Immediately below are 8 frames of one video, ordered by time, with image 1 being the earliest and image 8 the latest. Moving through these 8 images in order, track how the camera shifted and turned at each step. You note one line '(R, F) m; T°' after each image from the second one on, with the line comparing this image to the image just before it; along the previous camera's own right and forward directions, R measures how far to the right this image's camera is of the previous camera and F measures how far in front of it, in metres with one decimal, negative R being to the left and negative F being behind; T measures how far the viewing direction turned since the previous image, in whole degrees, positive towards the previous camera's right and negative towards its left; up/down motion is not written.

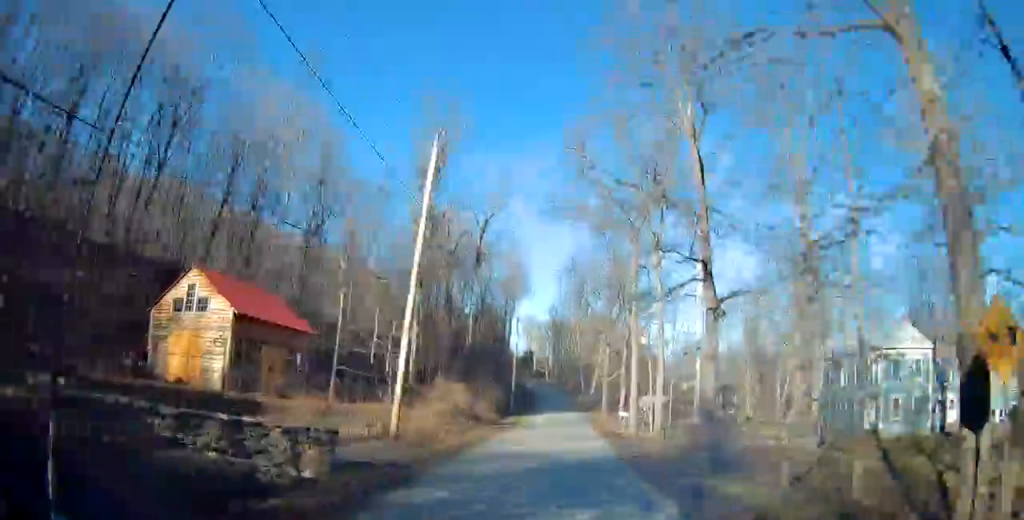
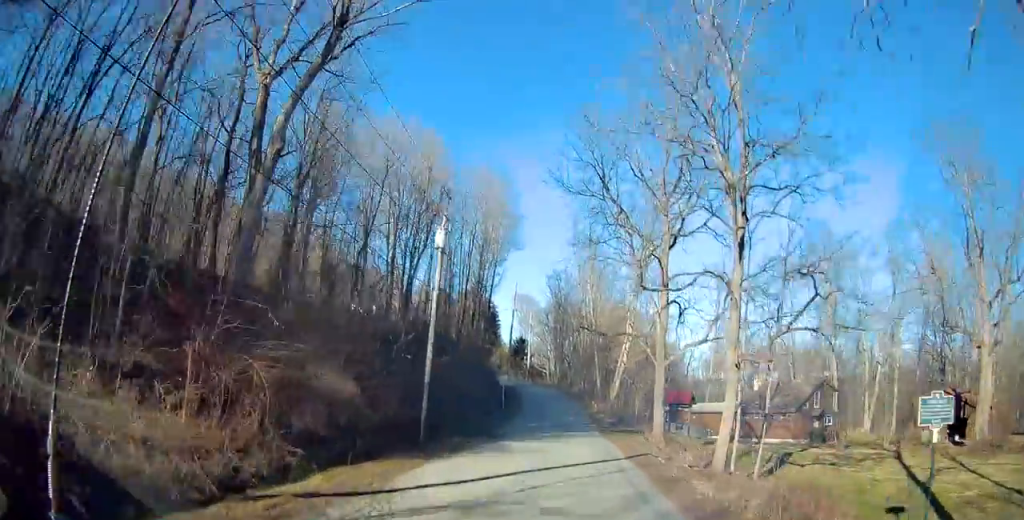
(-0.2, +38.2) m; -1°
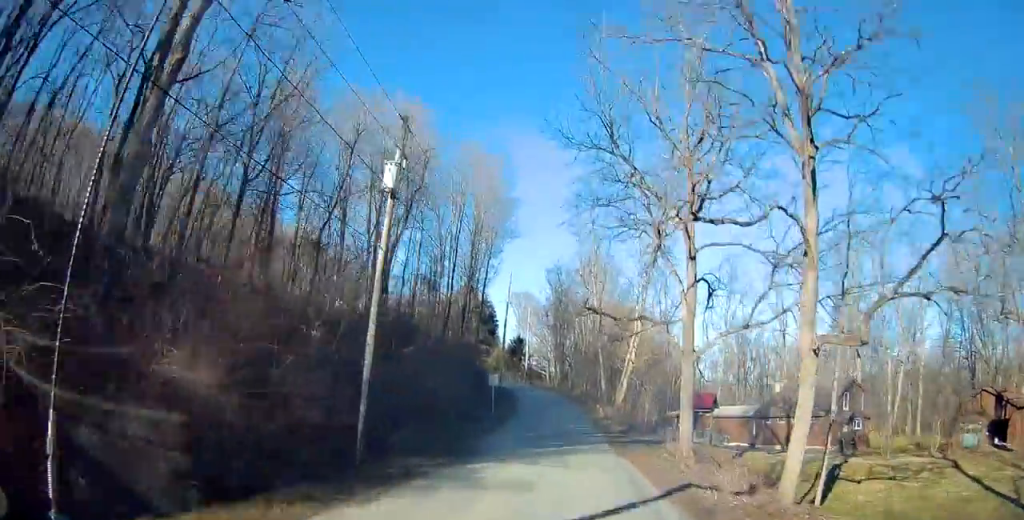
(0.0, +6.8) m; -1°
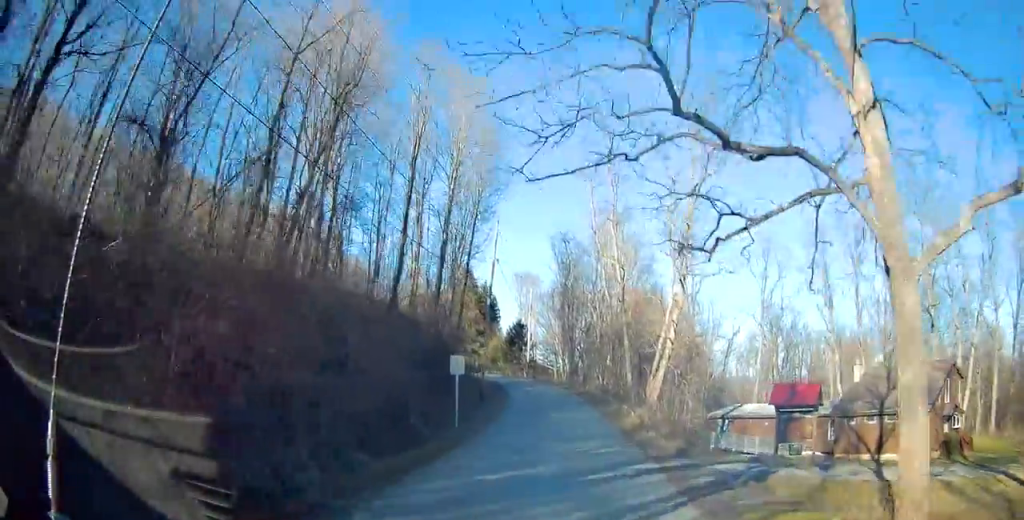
(-0.3, +15.7) m; -1°
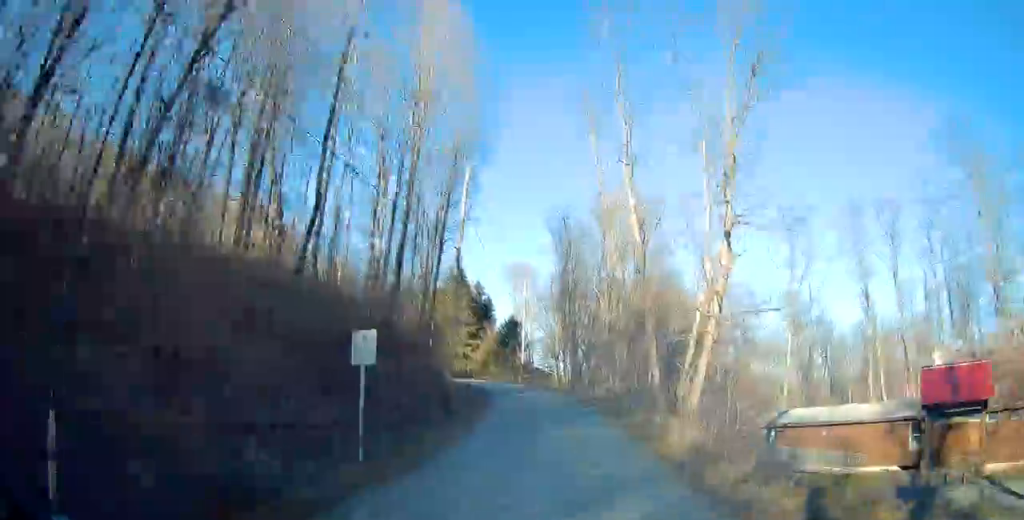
(+0.1, +11.6) m; 0°
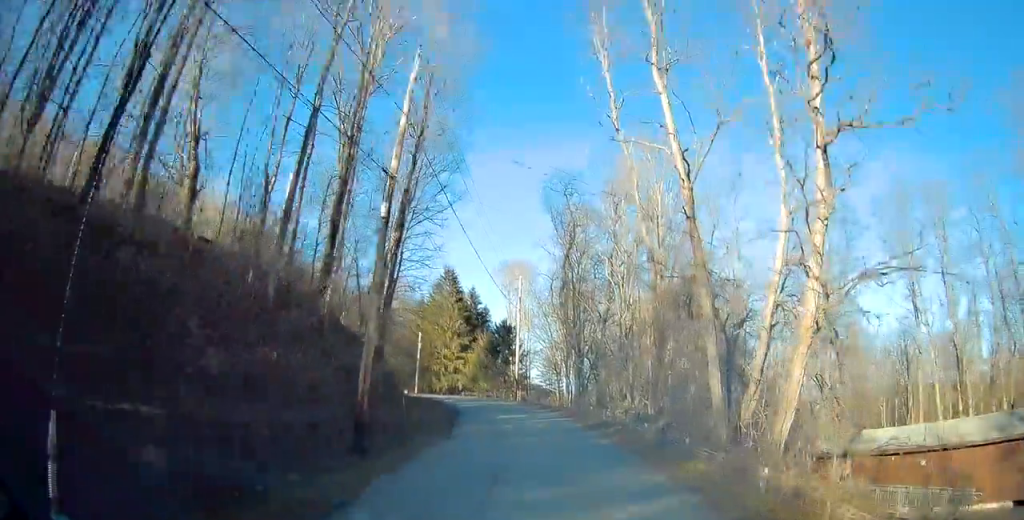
(0.0, +11.6) m; -1°
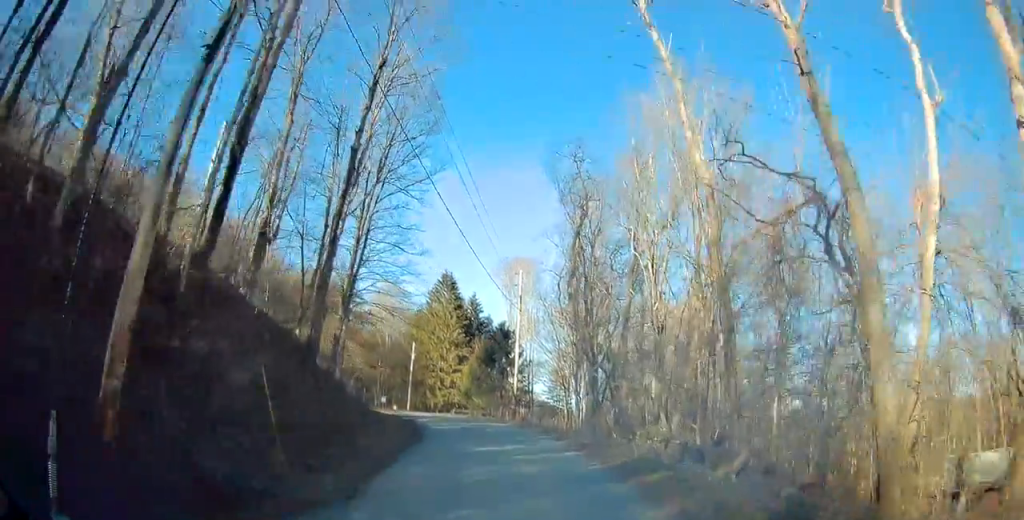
(-0.2, +10.1) m; -2°
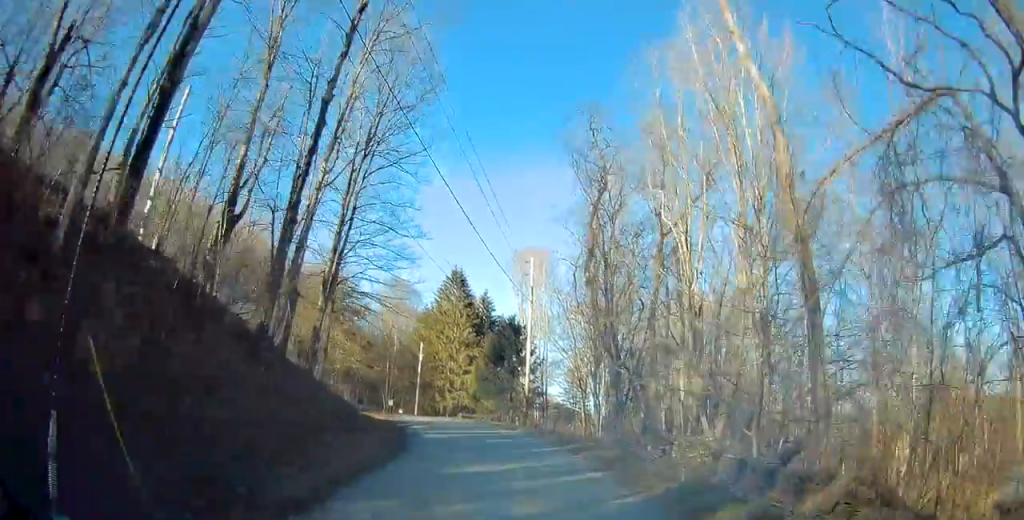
(0.0, +4.9) m; 0°
